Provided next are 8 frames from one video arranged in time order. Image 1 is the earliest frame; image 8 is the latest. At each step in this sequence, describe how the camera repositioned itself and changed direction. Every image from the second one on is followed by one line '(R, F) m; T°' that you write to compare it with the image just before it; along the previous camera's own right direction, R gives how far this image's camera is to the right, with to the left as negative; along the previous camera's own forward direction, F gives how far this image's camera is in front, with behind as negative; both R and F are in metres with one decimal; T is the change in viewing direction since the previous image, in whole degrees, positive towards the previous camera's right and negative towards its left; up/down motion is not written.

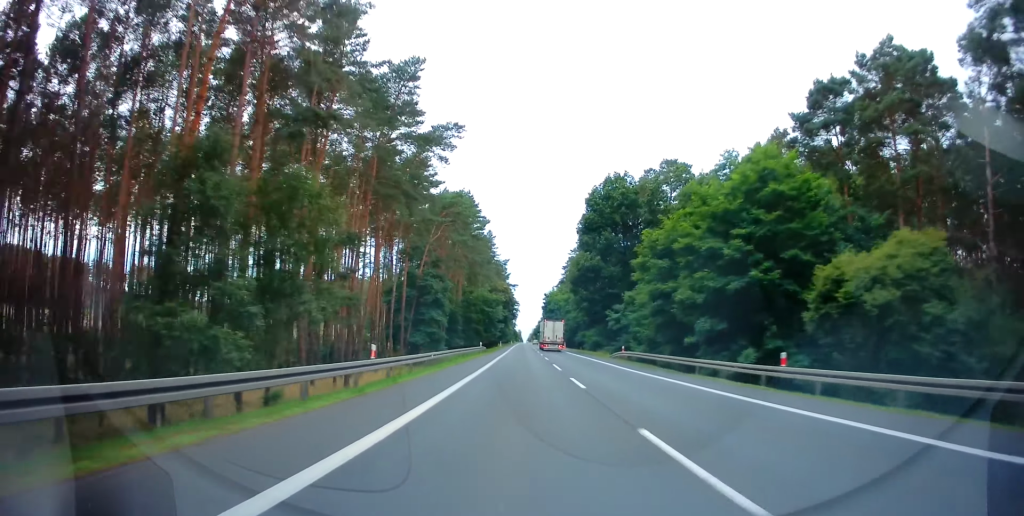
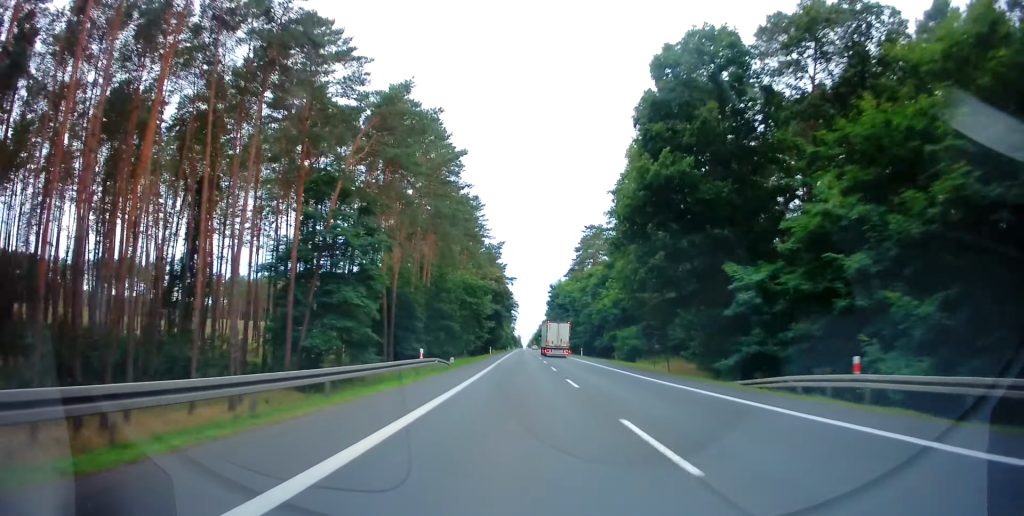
(-0.3, +34.1) m; -1°
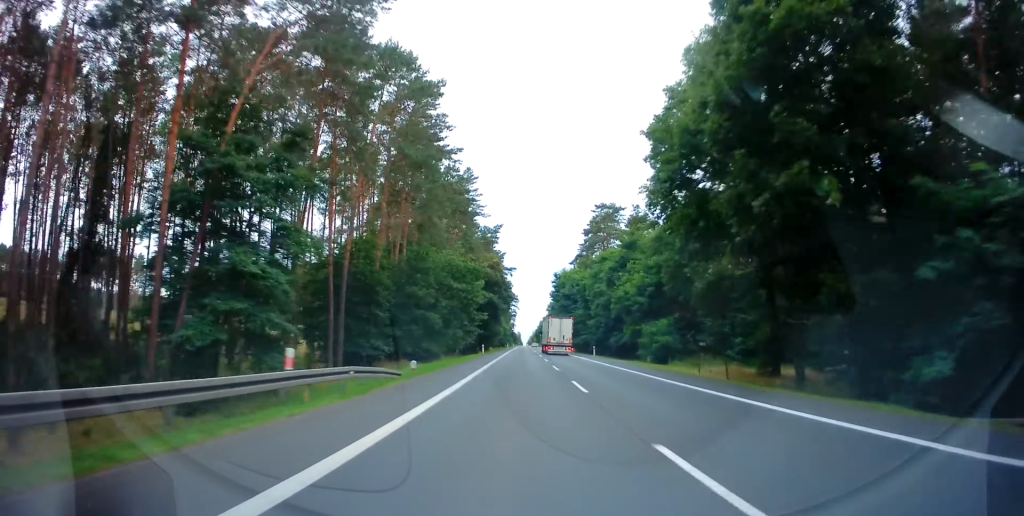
(-0.3, +15.5) m; 0°
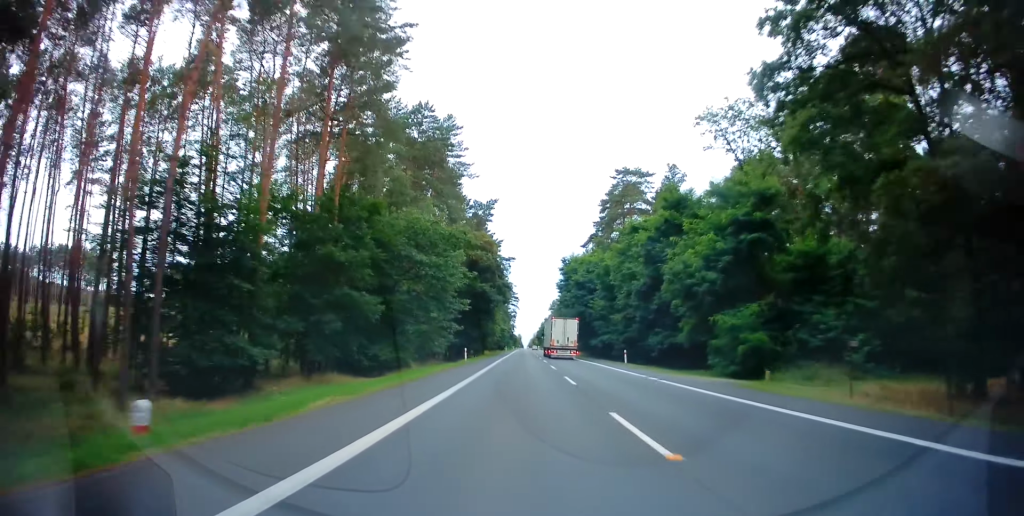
(+0.3, +20.3) m; 0°
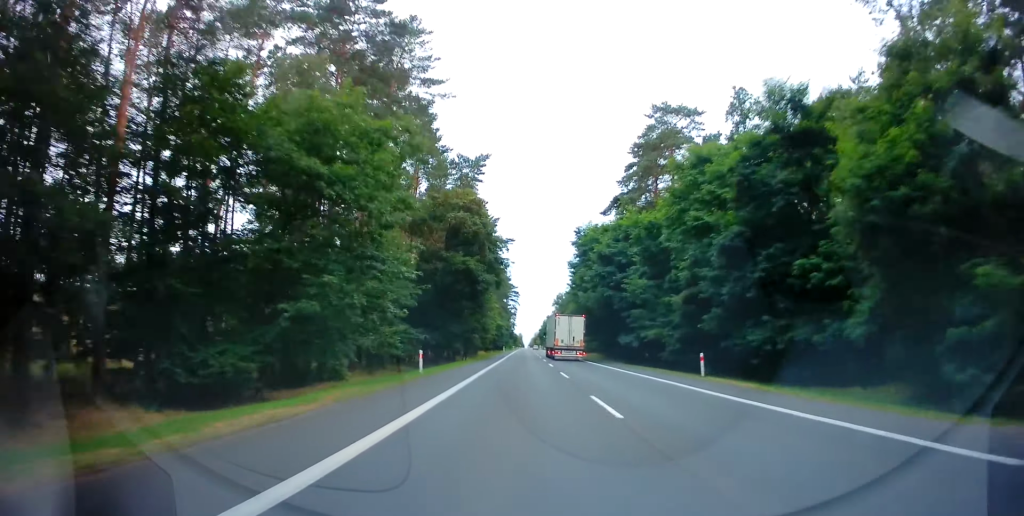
(+0.1, +20.3) m; 0°
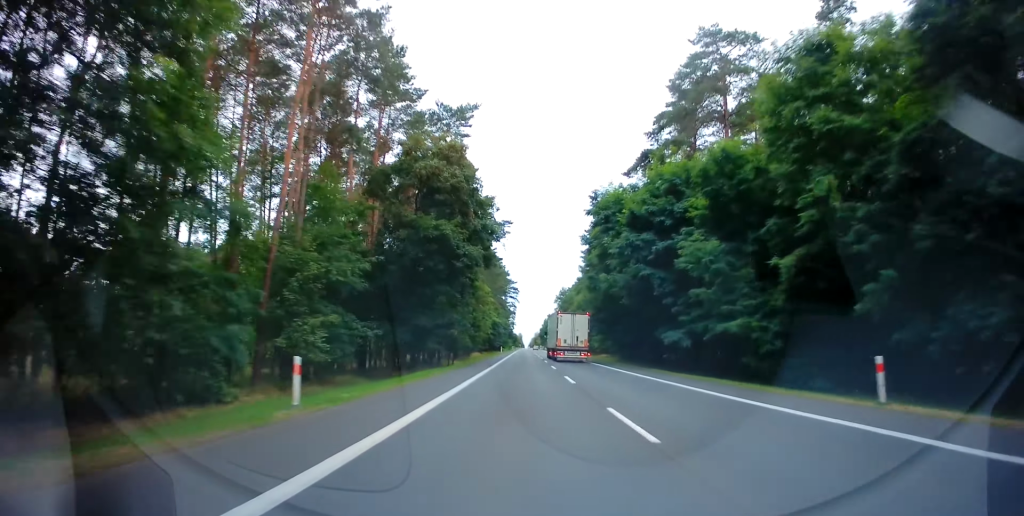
(-0.1, +14.4) m; 0°
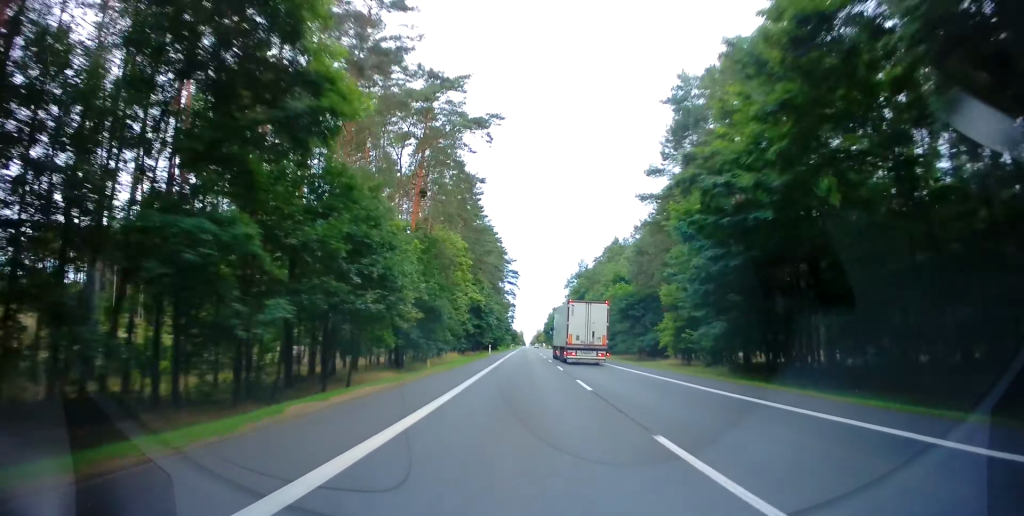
(-0.2, +40.0) m; 0°
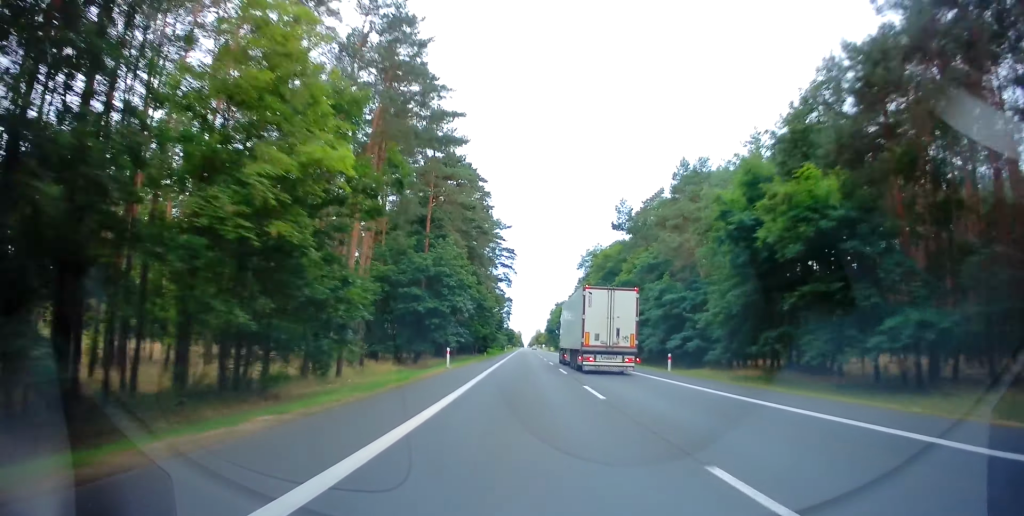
(+0.1, +37.9) m; +1°
